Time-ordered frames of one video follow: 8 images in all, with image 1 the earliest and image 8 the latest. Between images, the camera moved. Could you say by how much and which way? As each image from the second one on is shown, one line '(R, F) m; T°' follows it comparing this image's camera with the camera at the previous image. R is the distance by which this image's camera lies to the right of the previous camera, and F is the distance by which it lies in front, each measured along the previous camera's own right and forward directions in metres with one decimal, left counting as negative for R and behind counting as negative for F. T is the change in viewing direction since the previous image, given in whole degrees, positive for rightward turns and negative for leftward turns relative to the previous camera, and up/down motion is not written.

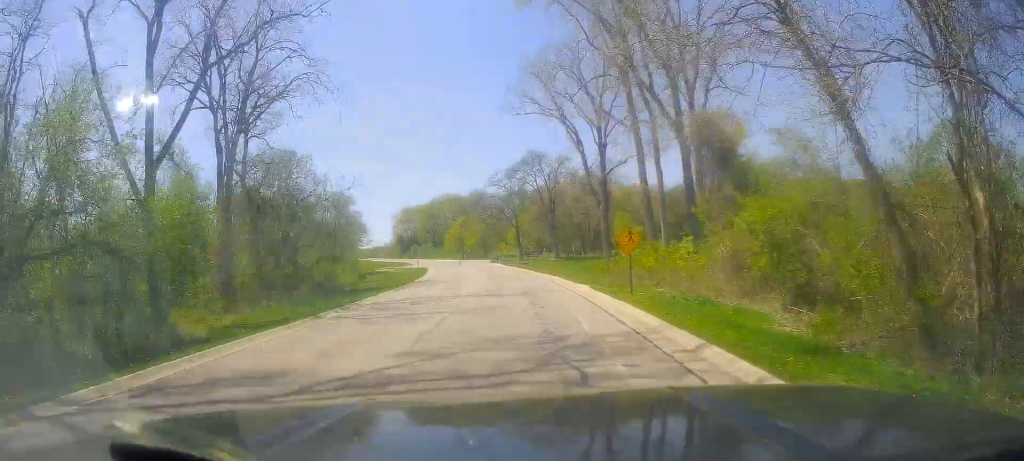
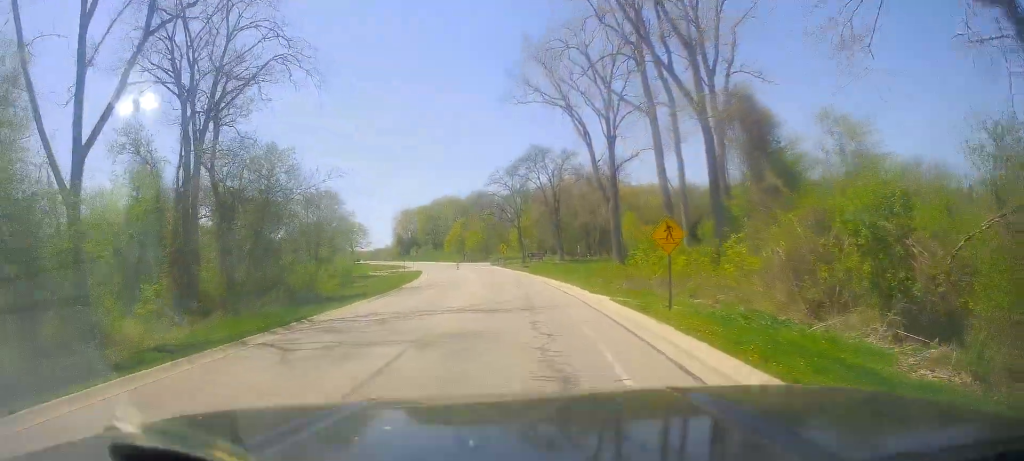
(-0.2, +5.8) m; 0°
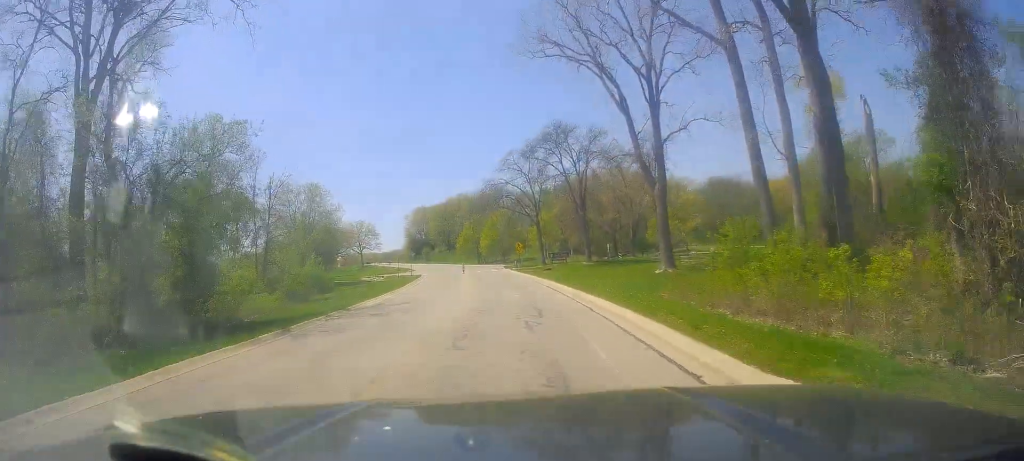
(+0.4, +14.6) m; -1°
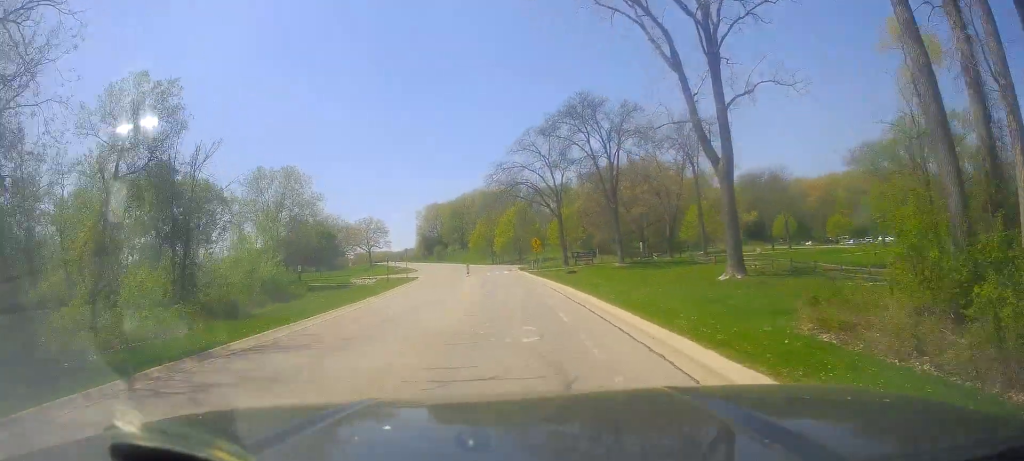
(-1.1, +12.6) m; -4°
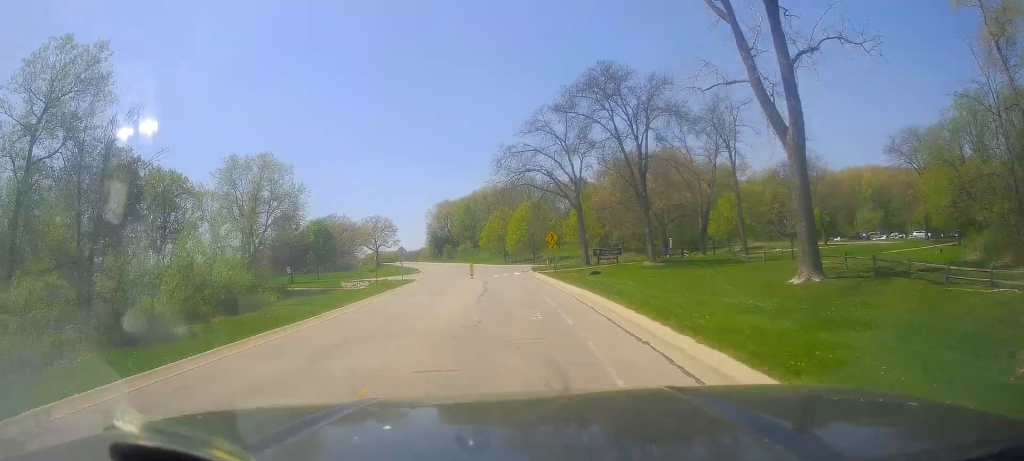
(+0.4, +8.8) m; +2°
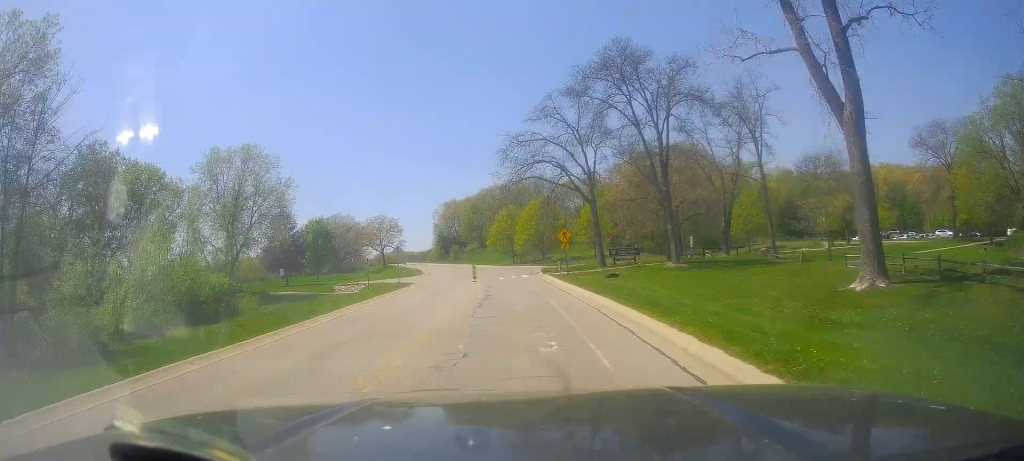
(+0.1, +5.1) m; 0°
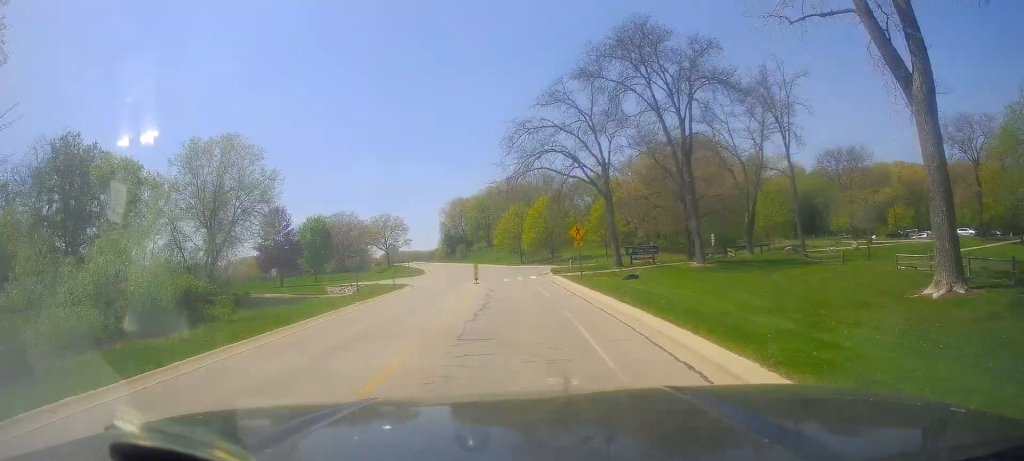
(+0.1, +4.7) m; -1°
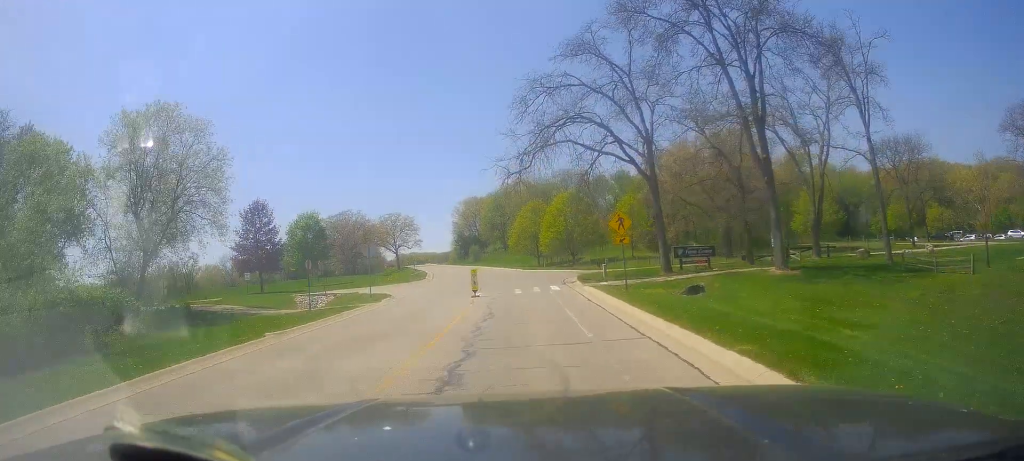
(-0.4, +11.3) m; -3°
